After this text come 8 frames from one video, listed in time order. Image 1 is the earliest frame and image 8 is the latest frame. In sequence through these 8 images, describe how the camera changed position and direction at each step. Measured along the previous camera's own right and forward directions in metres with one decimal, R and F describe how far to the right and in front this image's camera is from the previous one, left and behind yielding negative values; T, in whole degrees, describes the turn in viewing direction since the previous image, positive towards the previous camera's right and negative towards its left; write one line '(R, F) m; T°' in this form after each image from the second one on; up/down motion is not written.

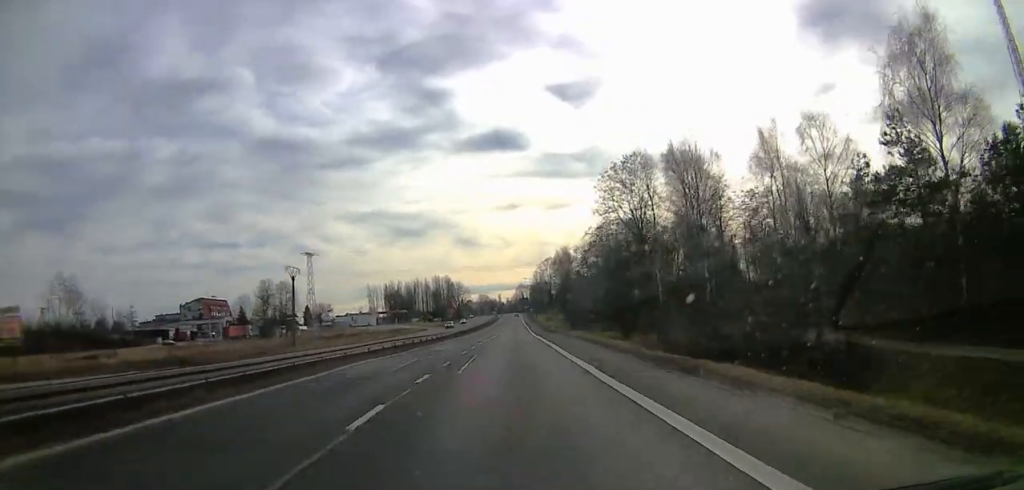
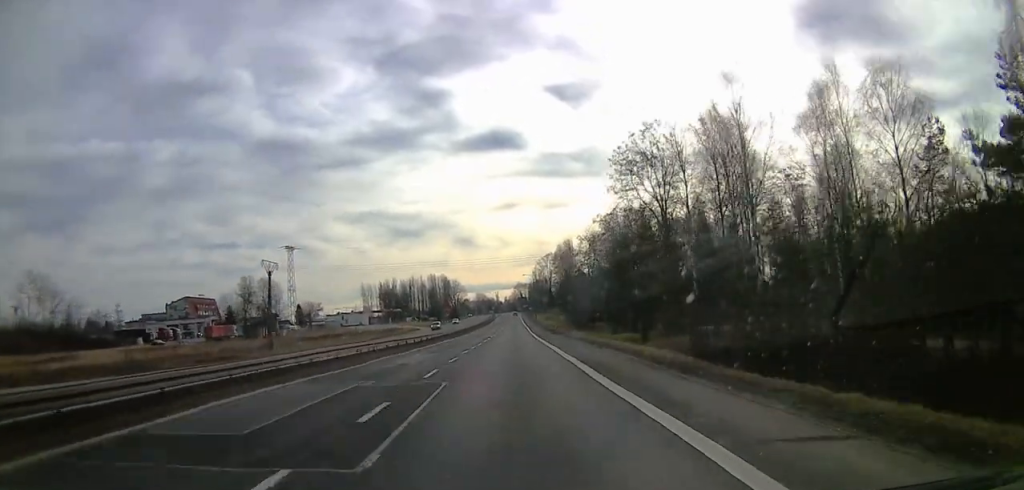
(+0.3, +9.9) m; 0°
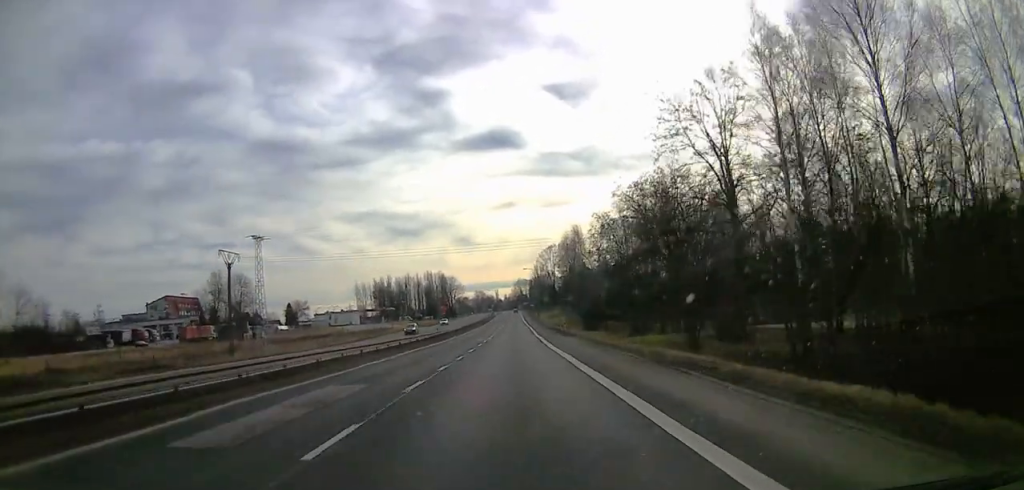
(+0.1, +14.7) m; +1°
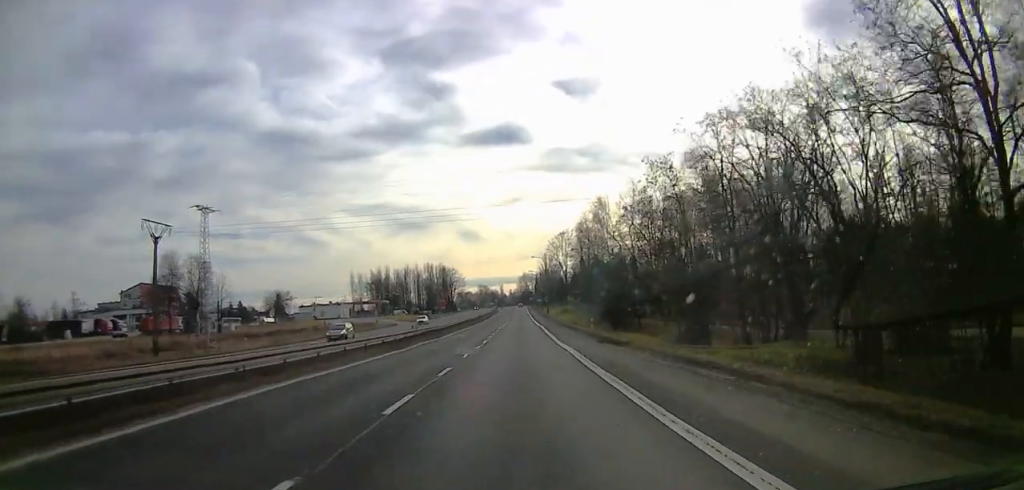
(0.0, +20.4) m; +1°
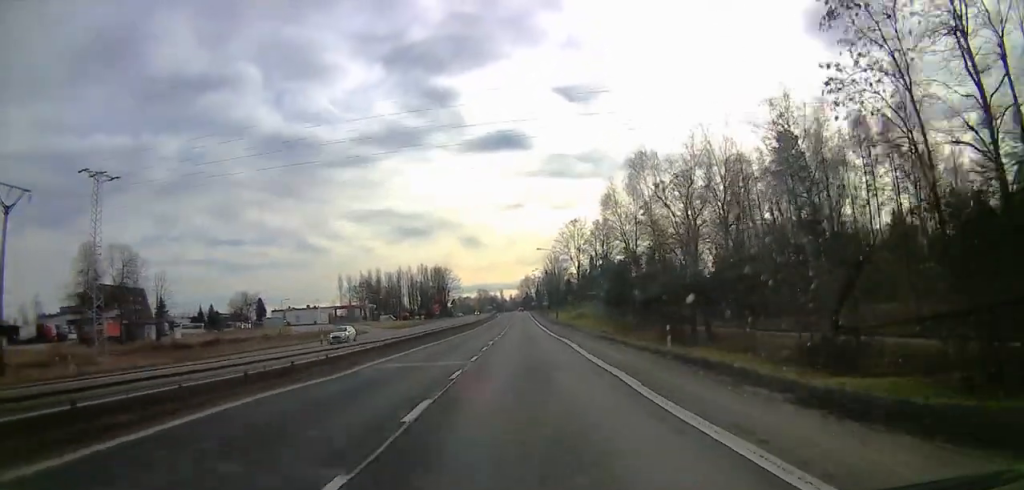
(+0.3, +24.2) m; -1°
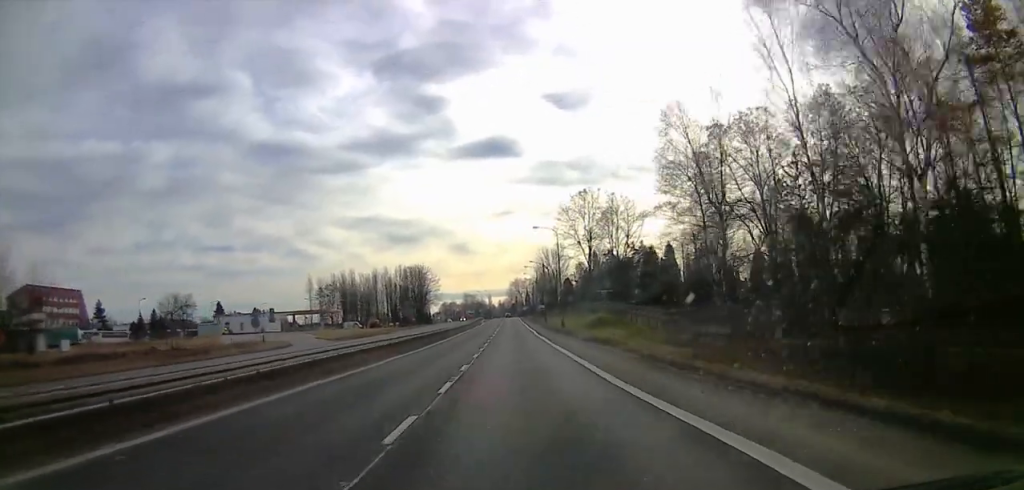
(-0.4, +30.6) m; 0°
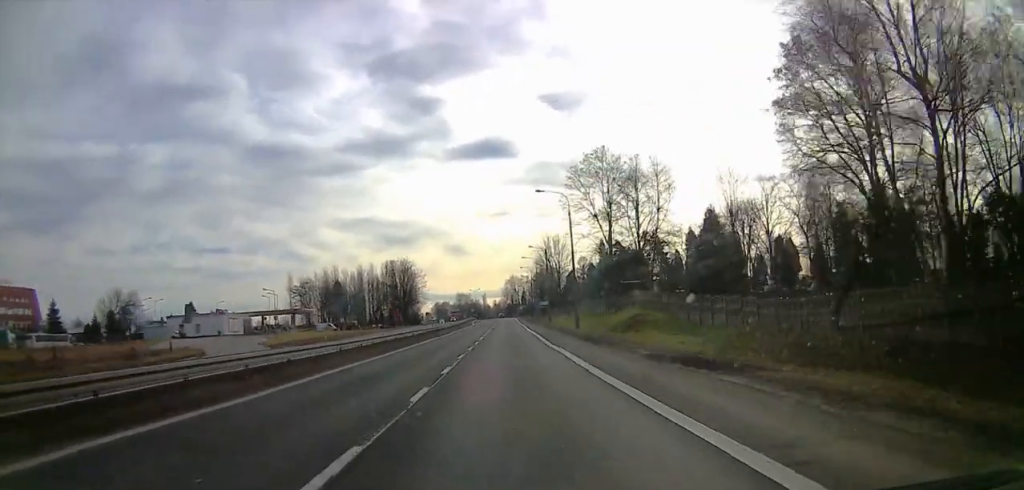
(0.0, +20.2) m; 0°
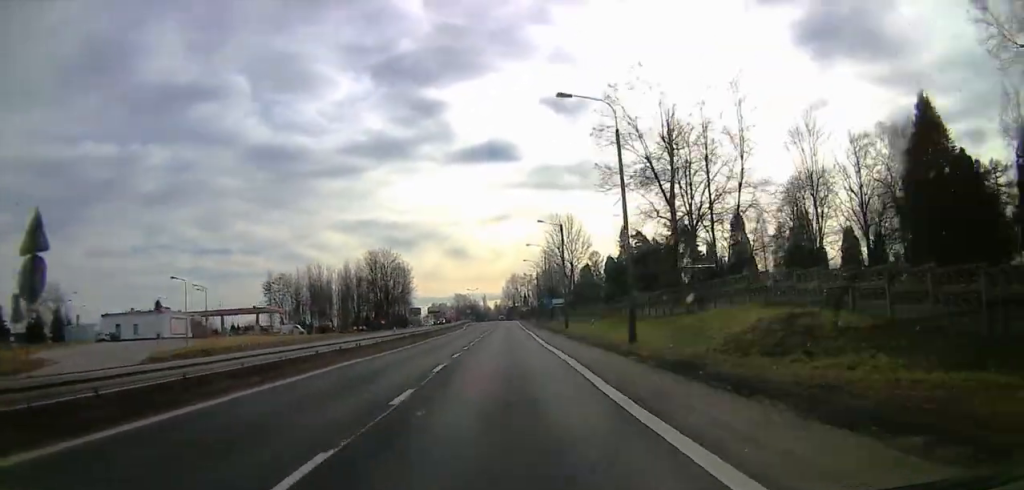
(+0.1, +23.7) m; 0°
